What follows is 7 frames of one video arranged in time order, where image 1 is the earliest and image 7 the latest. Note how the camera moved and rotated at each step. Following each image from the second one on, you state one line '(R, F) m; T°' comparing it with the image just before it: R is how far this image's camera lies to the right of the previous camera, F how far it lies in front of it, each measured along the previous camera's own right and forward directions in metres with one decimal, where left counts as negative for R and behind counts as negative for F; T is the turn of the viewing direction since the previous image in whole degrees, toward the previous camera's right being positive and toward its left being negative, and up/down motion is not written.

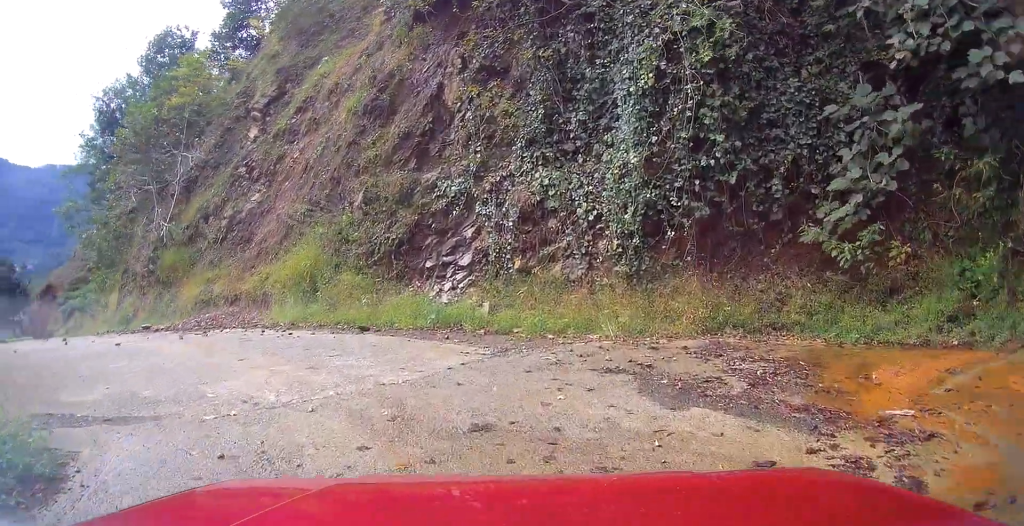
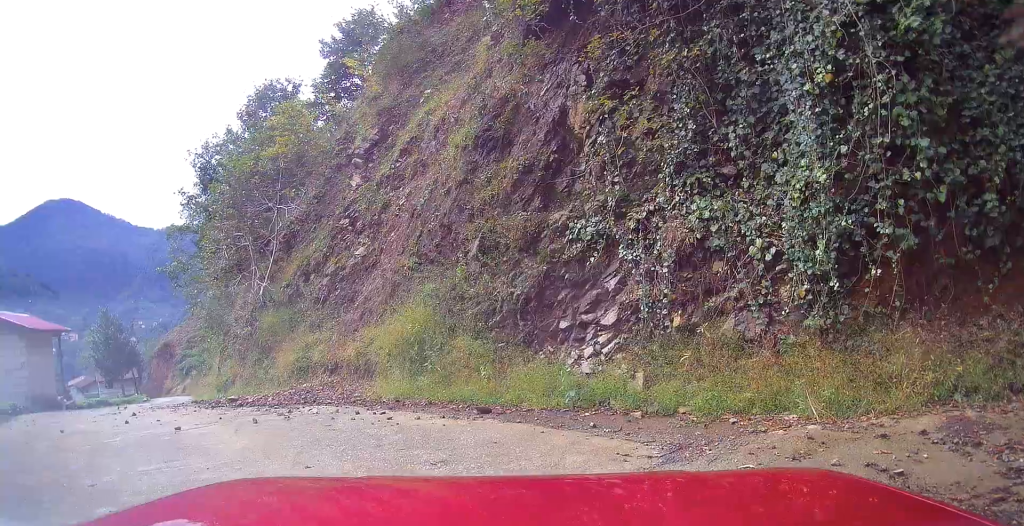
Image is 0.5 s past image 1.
(-0.1, +2.0) m; -9°
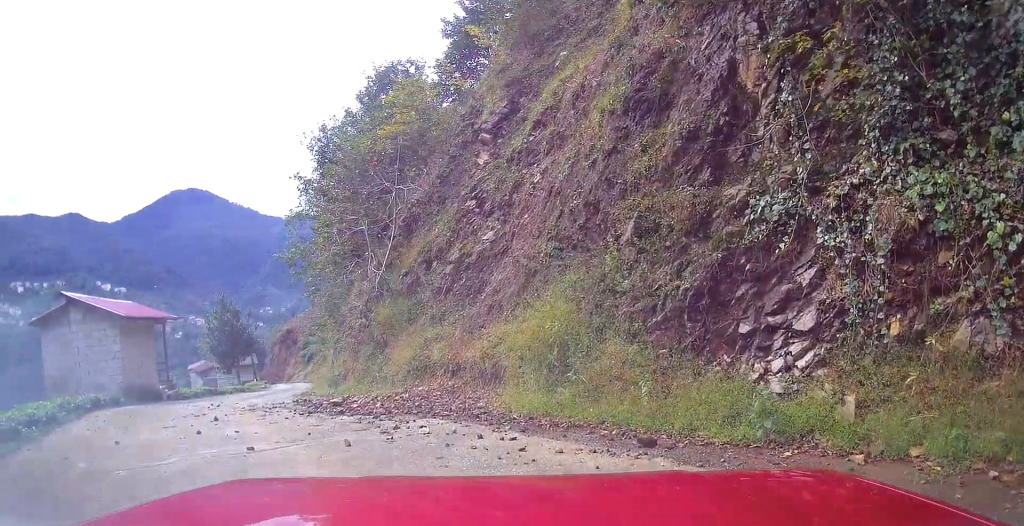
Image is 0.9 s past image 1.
(0.0, +1.8) m; -8°
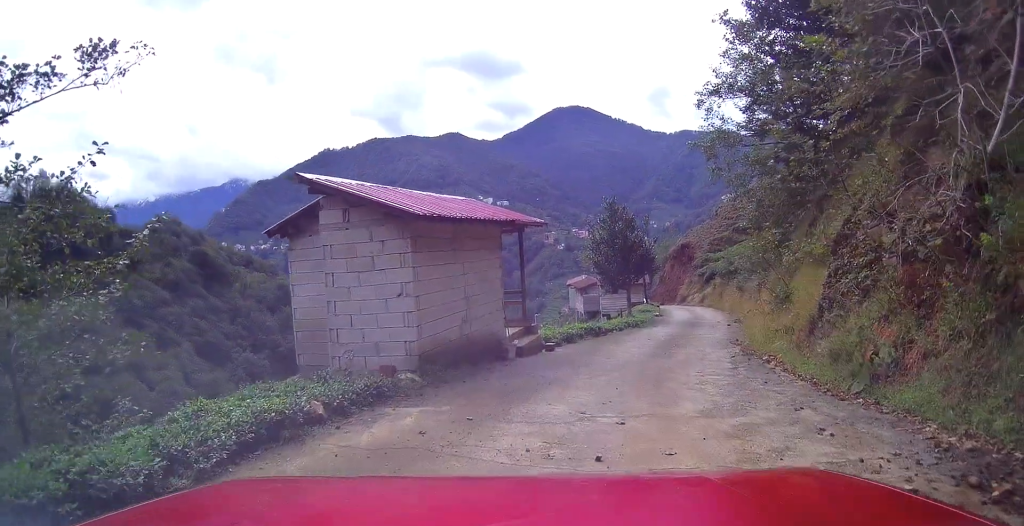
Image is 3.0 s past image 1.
(-3.6, +8.7) m; -32°
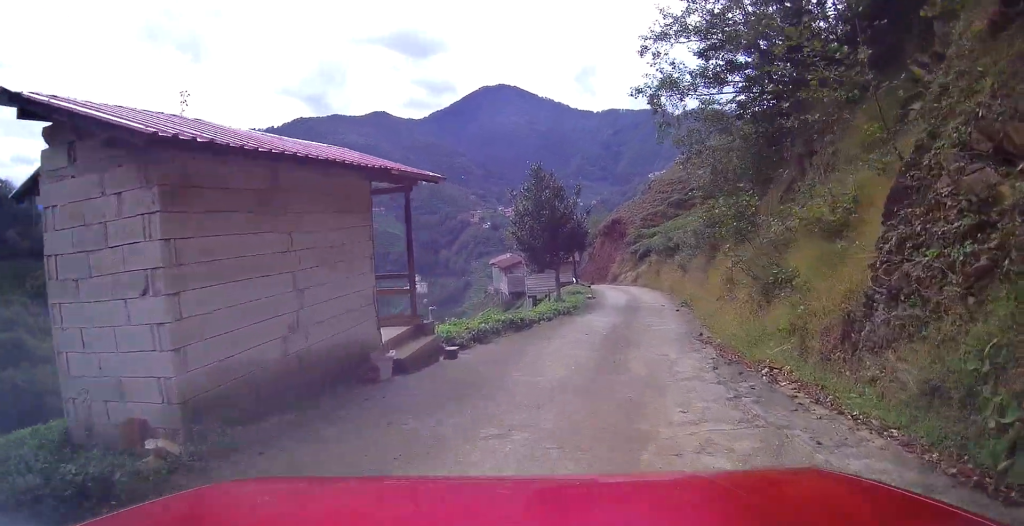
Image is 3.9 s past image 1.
(0.0, +4.1) m; -1°
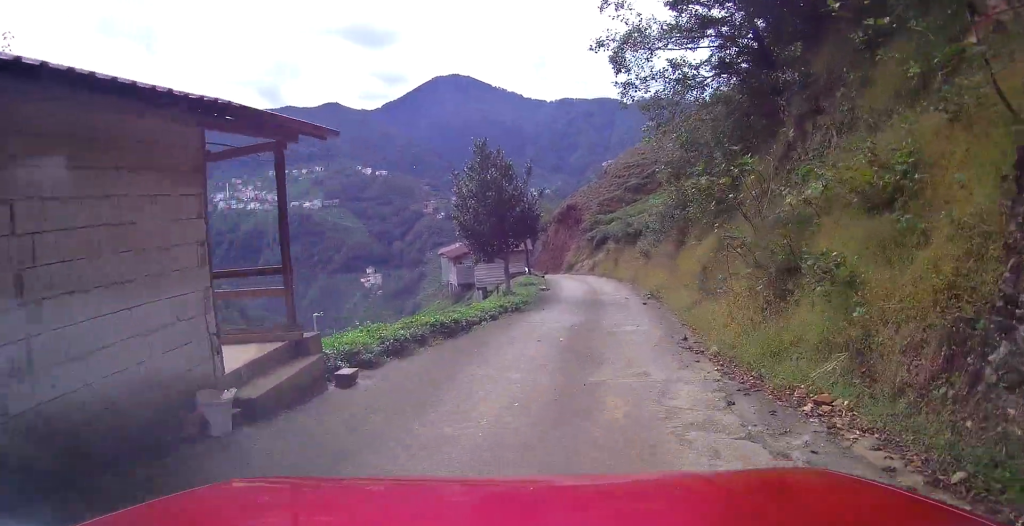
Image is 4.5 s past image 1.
(-0.1, +3.1) m; +1°
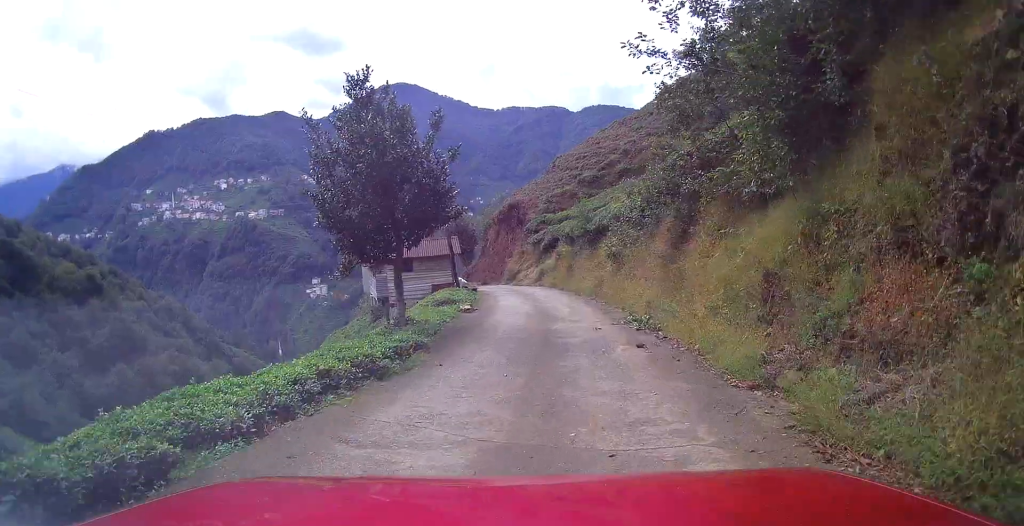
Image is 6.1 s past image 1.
(+0.6, +8.6) m; +11°
